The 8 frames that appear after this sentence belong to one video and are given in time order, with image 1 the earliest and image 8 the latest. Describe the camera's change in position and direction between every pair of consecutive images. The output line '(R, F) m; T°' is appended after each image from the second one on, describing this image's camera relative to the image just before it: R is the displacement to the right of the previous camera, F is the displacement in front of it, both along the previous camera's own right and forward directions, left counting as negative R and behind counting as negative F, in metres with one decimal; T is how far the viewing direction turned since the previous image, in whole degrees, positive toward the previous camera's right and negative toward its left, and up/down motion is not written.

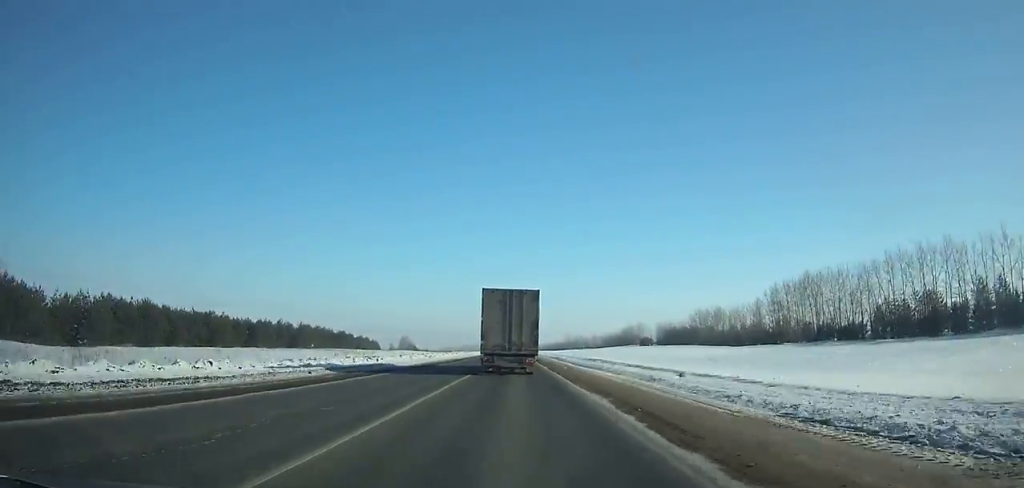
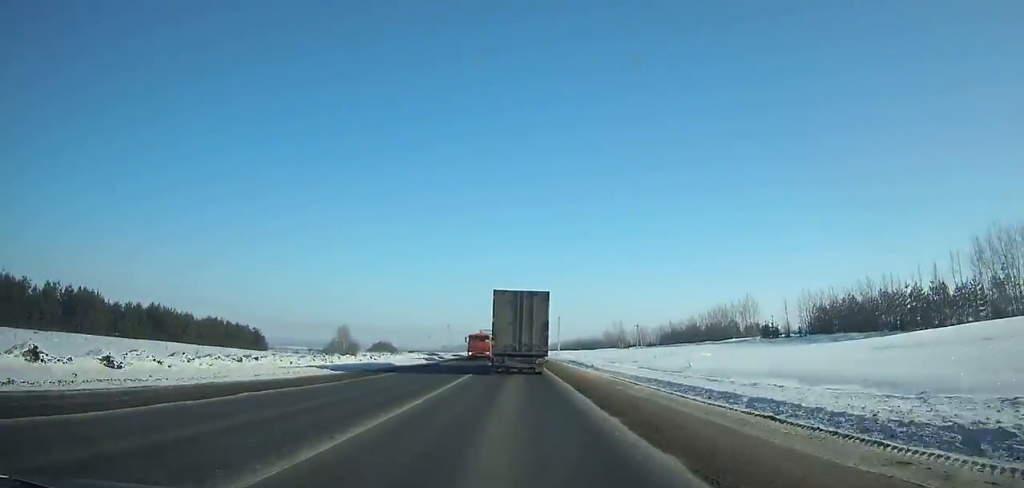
(-1.9, +144.0) m; -1°
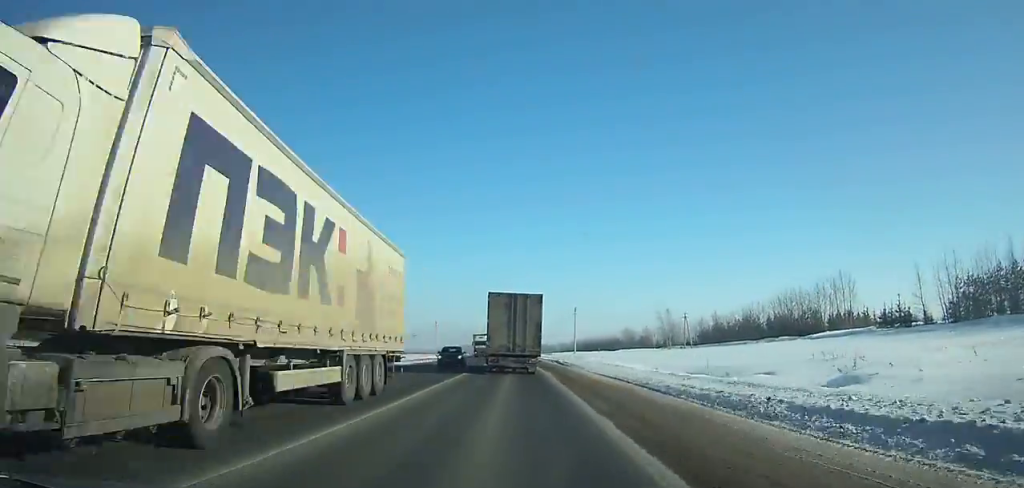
(-0.2, +51.9) m; -1°
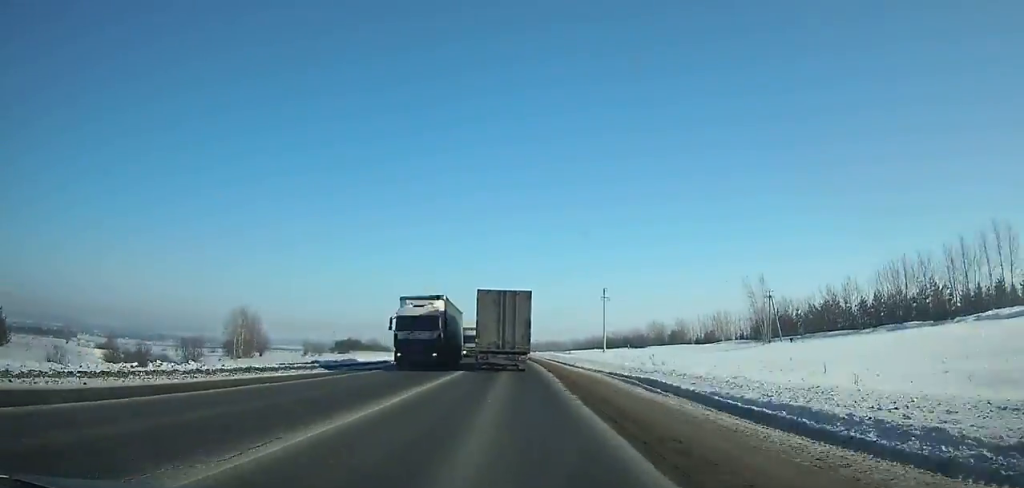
(-0.1, +43.2) m; -1°
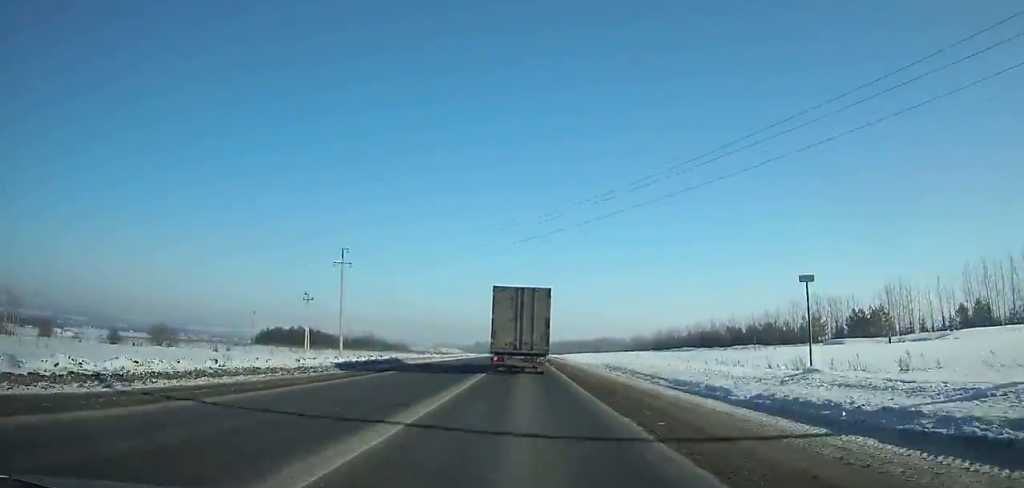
(-3.3, +110.1) m; -3°
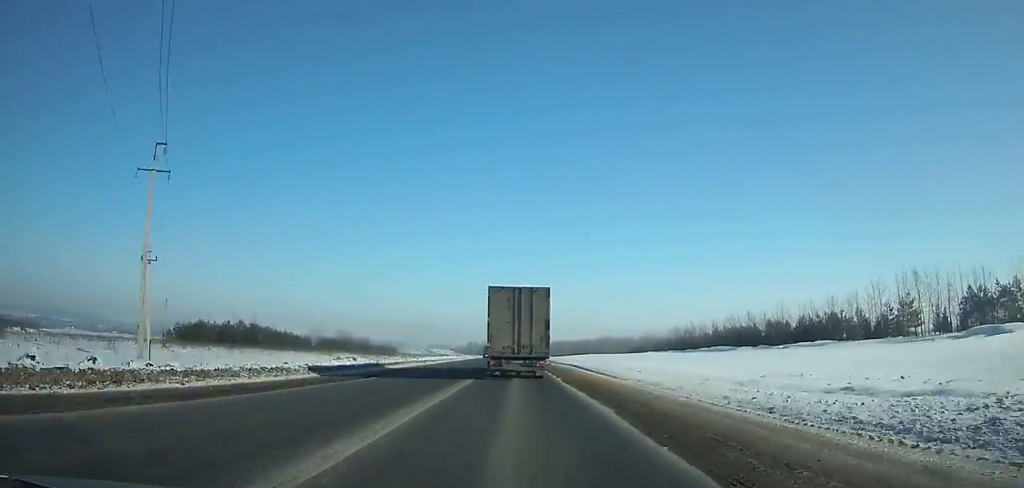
(-0.2, +38.6) m; 0°
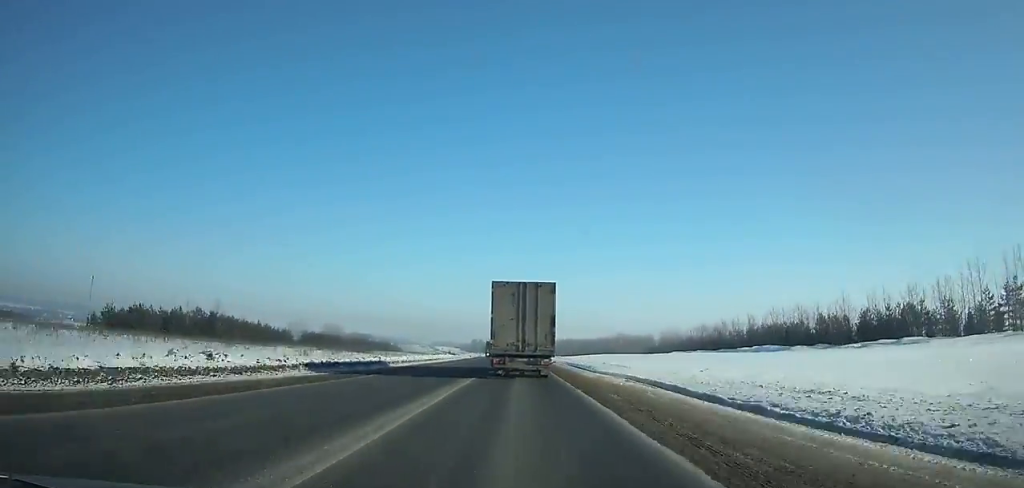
(-0.1, +25.8) m; 0°
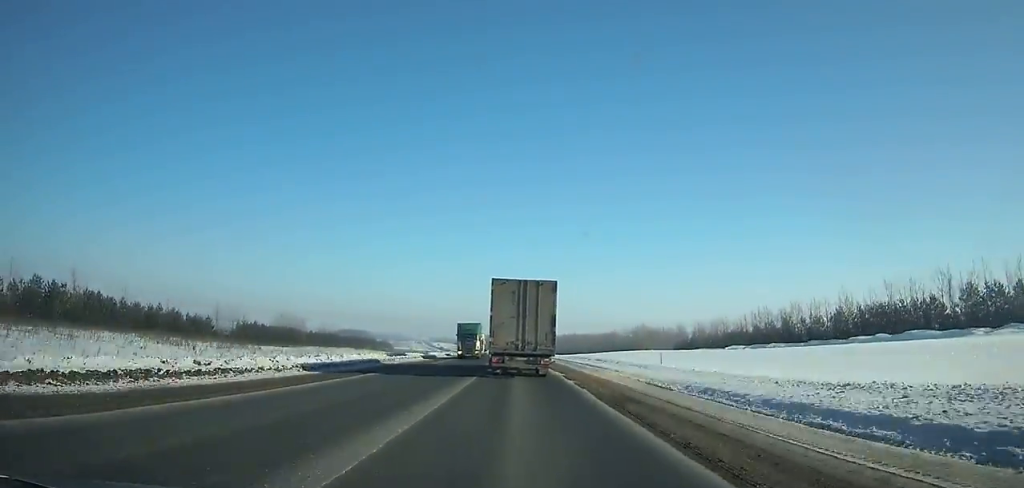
(0.0, +51.5) m; -1°
